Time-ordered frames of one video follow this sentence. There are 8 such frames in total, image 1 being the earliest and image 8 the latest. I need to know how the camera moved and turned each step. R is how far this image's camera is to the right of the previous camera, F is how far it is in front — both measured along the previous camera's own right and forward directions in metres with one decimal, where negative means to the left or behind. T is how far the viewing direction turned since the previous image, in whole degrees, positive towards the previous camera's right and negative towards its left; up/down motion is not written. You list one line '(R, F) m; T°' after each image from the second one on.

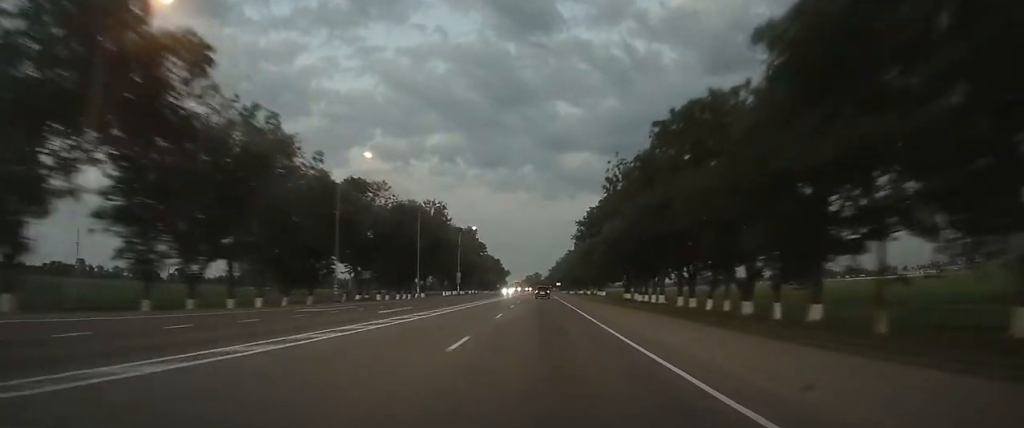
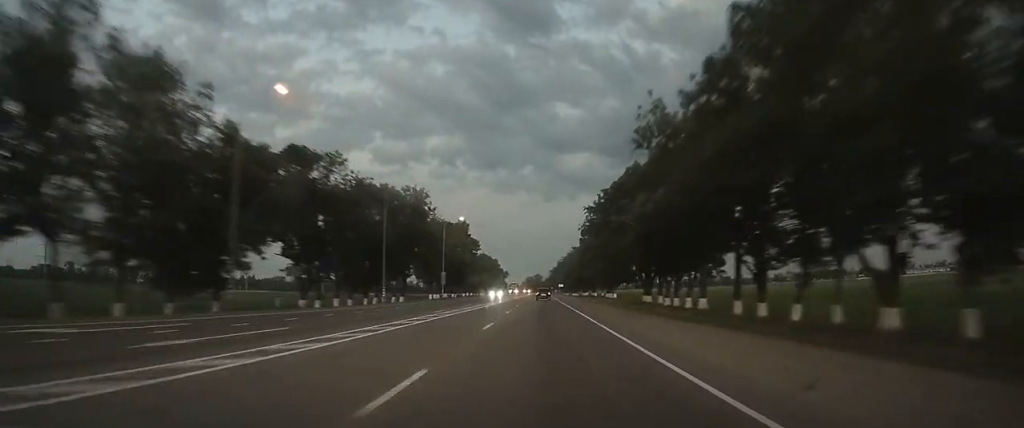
(0.0, +17.5) m; 0°
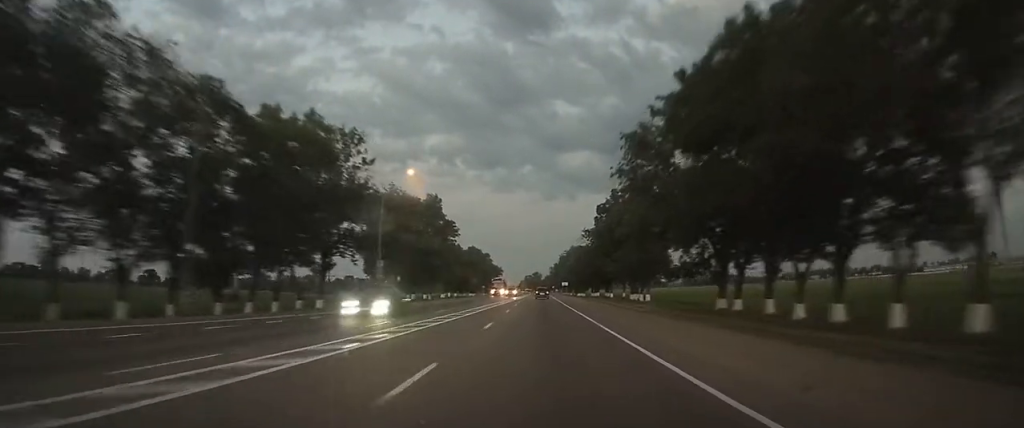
(0.0, +35.0) m; 0°
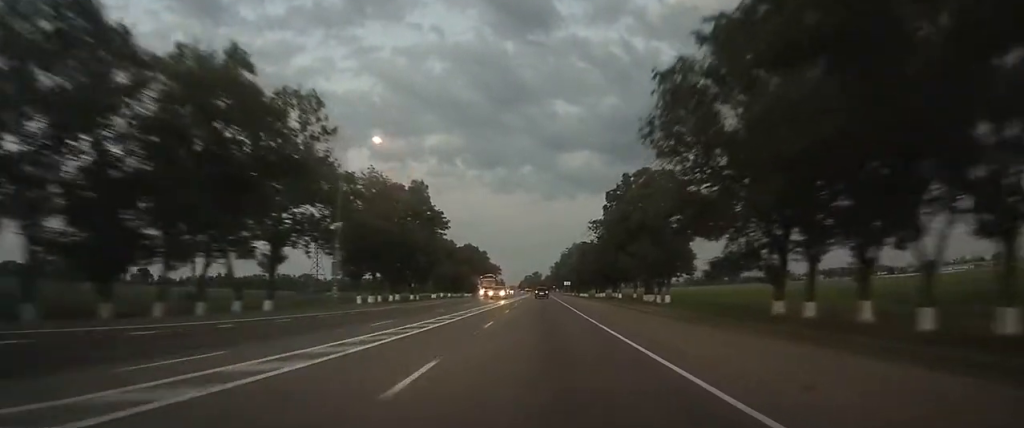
(0.0, +11.7) m; 0°
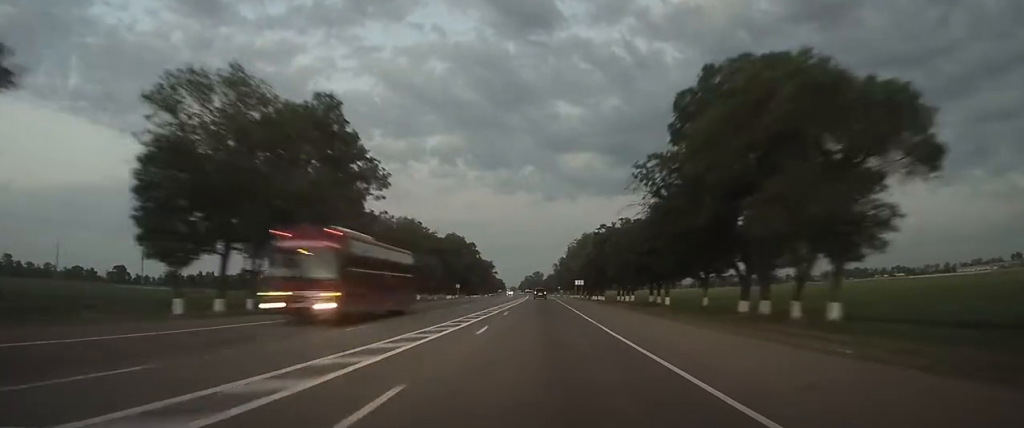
(-0.1, +38.1) m; 0°
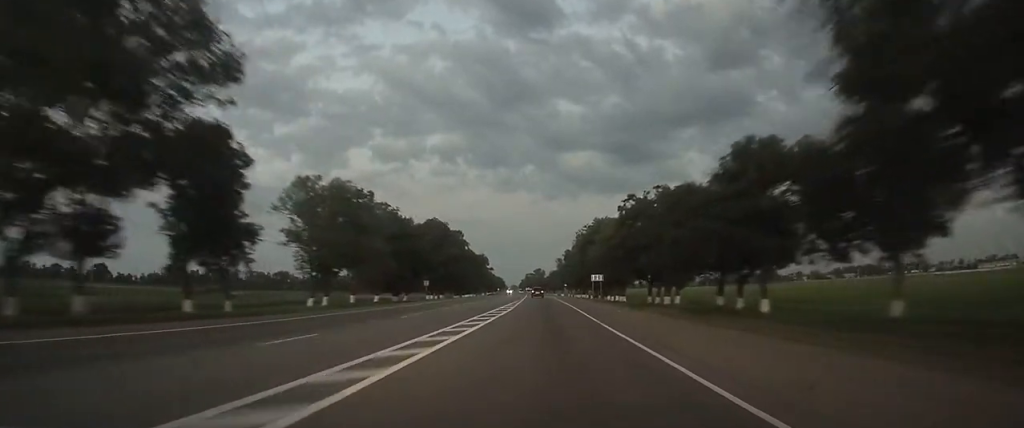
(0.0, +29.3) m; 0°
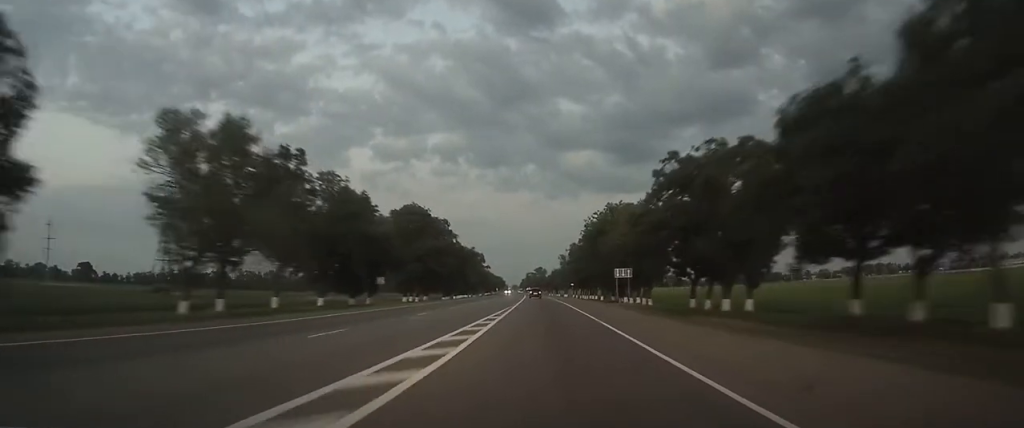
(0.0, +21.4) m; 0°
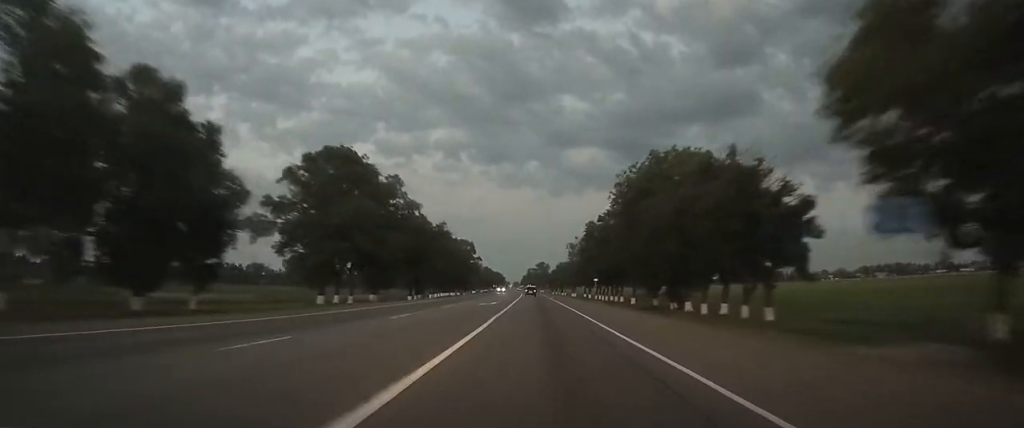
(0.0, +39.6) m; 0°
